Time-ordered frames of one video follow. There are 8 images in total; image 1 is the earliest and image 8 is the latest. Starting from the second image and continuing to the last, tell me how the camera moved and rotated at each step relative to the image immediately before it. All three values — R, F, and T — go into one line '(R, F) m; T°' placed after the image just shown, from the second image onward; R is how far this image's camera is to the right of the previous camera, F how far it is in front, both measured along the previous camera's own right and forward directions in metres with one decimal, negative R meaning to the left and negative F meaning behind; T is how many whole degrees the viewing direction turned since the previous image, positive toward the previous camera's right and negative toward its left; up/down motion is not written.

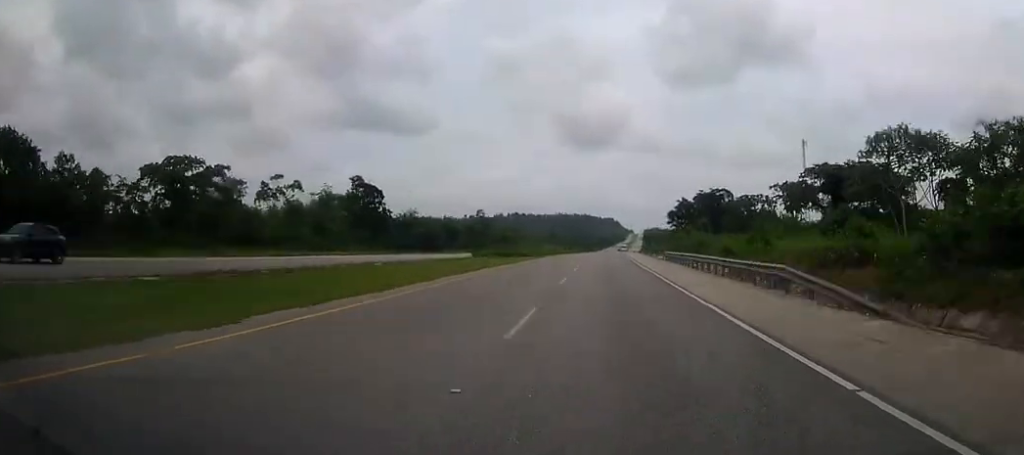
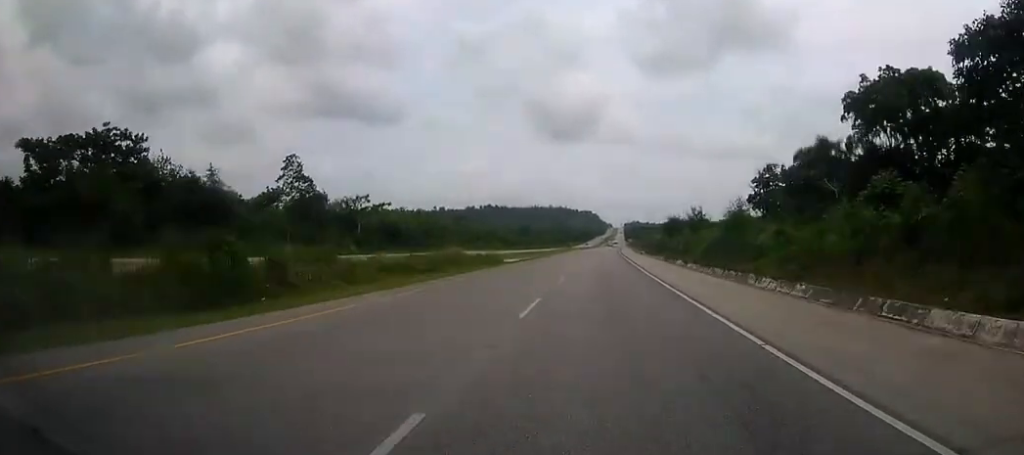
(+1.1, +92.0) m; +2°
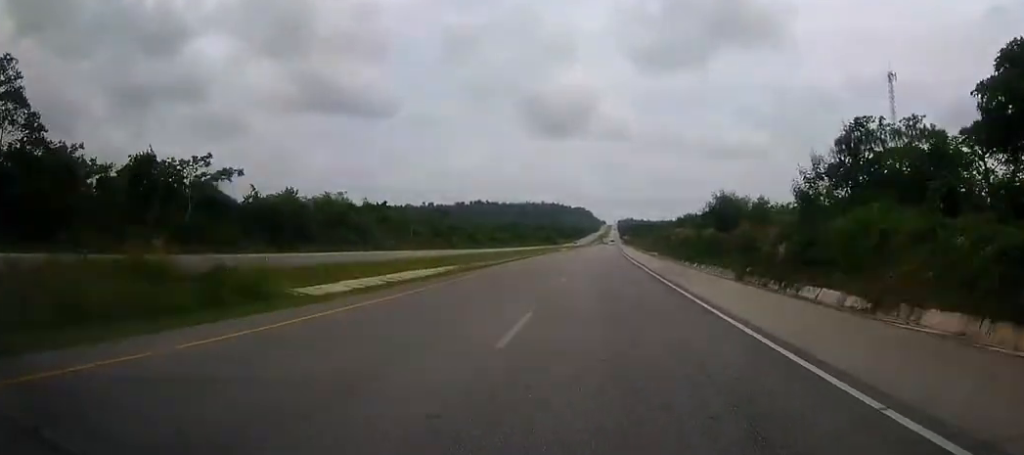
(+0.4, +40.5) m; +1°
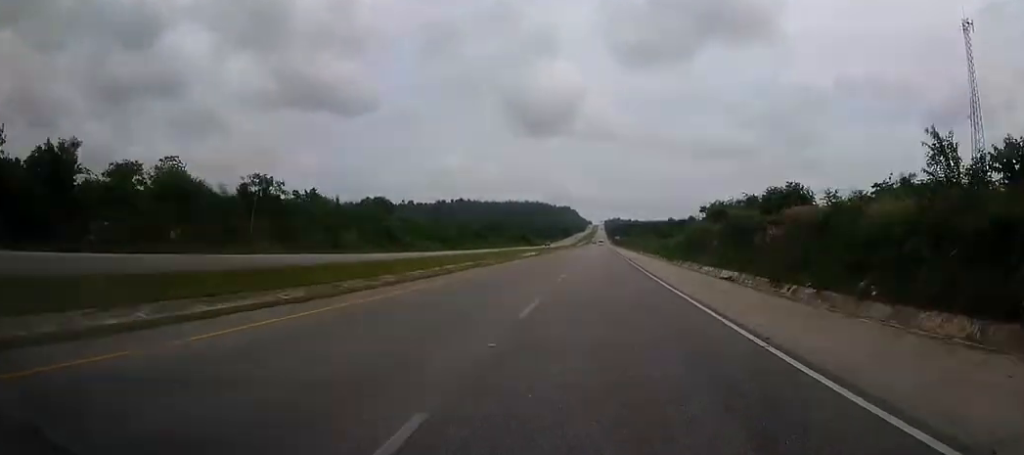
(+0.4, +56.1) m; +1°
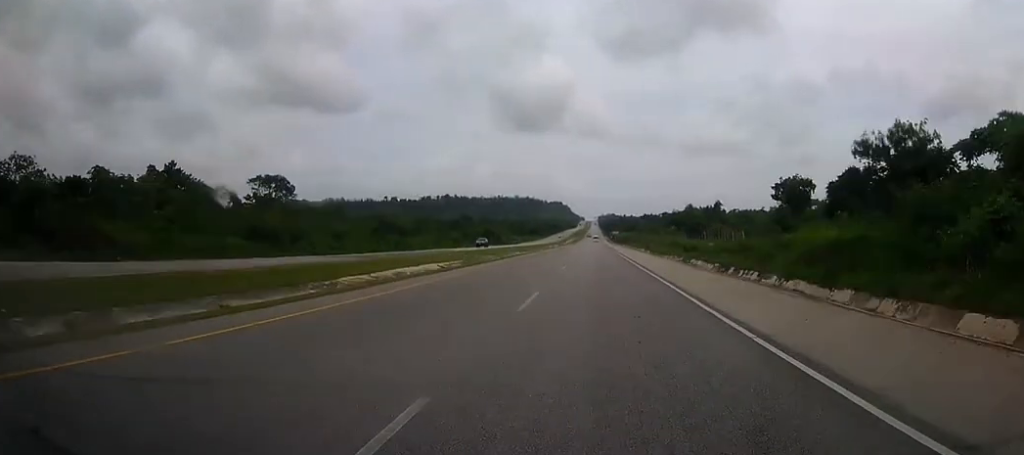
(+0.7, +71.3) m; +1°
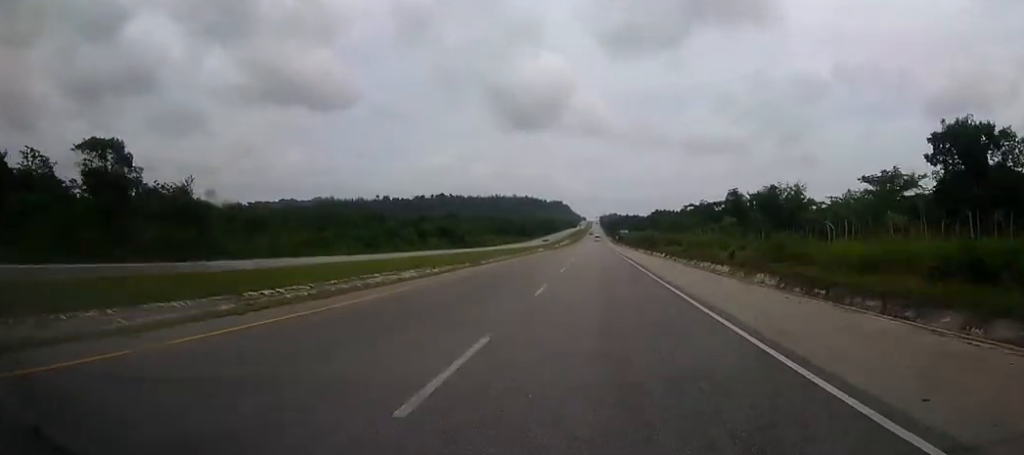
(+0.1, +59.5) m; 0°
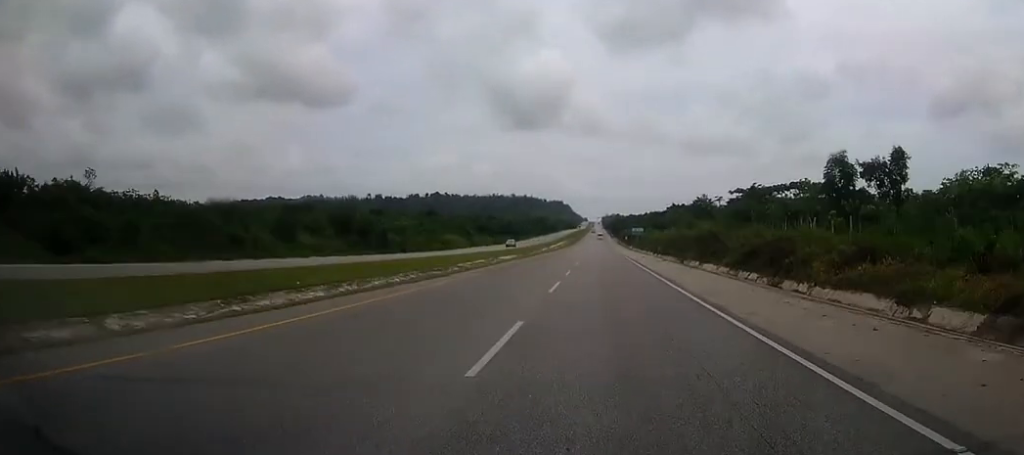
(0.0, +58.9) m; 0°
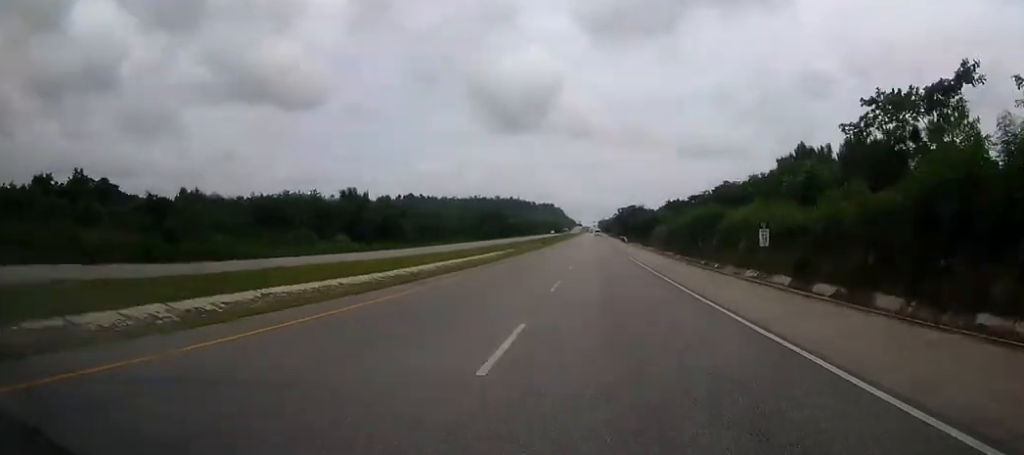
(+0.1, +152.8) m; 0°
